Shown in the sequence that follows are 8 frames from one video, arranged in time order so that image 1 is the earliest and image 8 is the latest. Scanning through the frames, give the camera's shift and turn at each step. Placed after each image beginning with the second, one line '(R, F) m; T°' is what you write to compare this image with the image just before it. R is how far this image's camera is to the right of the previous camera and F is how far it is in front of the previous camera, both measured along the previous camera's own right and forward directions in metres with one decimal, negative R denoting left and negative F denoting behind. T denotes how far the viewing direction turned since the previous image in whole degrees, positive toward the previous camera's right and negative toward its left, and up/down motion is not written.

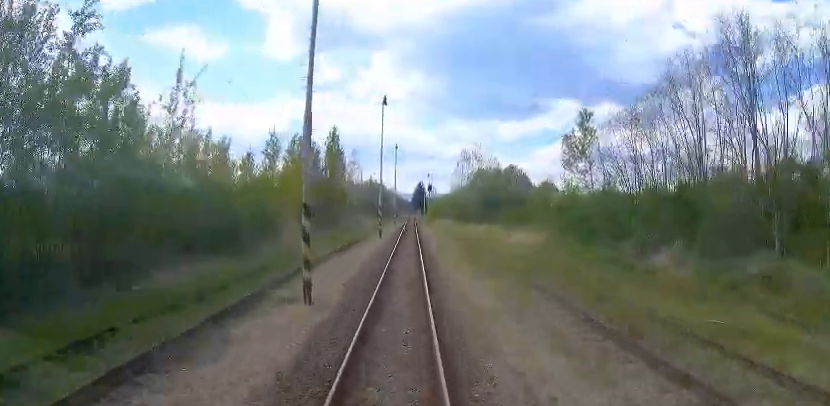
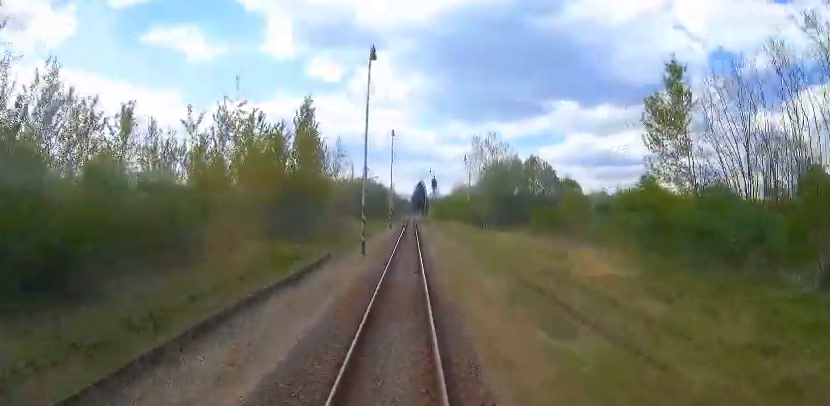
(+0.1, +12.4) m; -1°
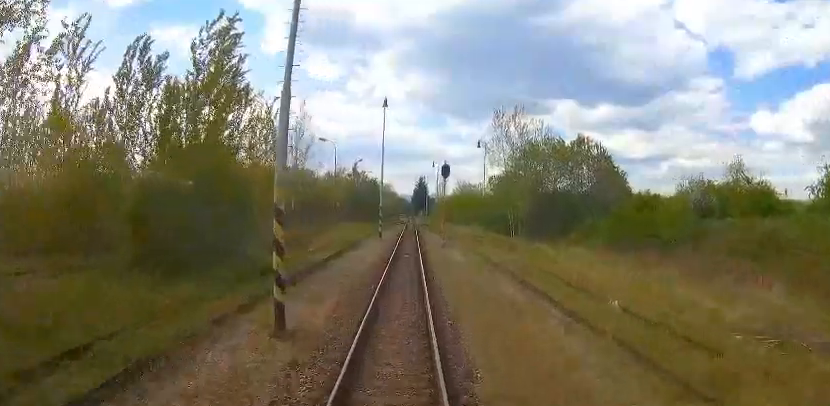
(-0.6, +15.7) m; -3°
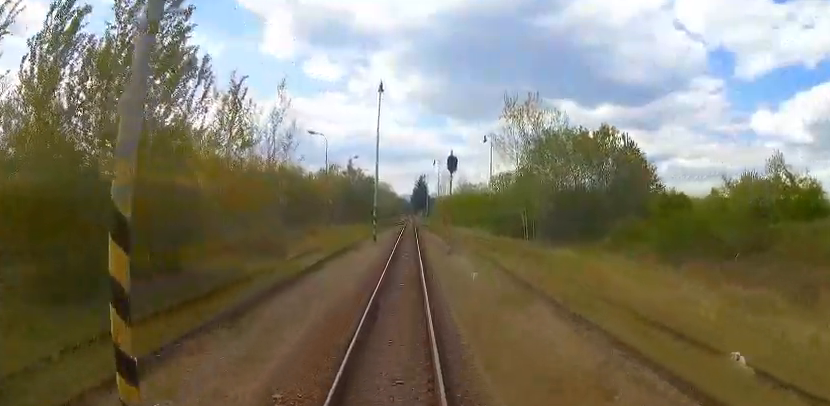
(+0.1, +5.2) m; 0°
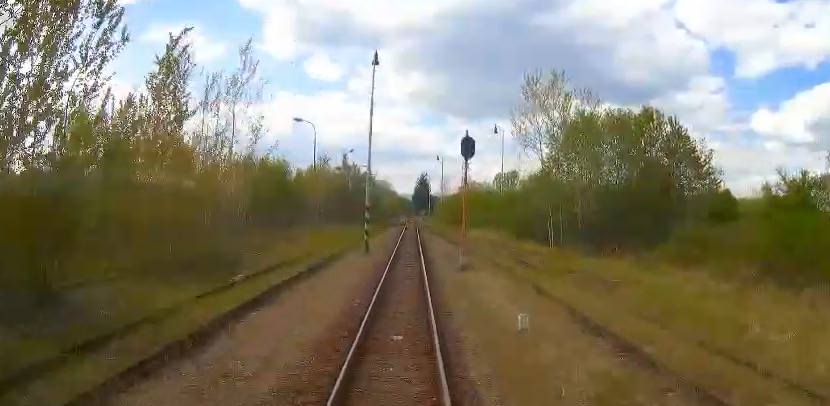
(0.0, +6.6) m; 0°
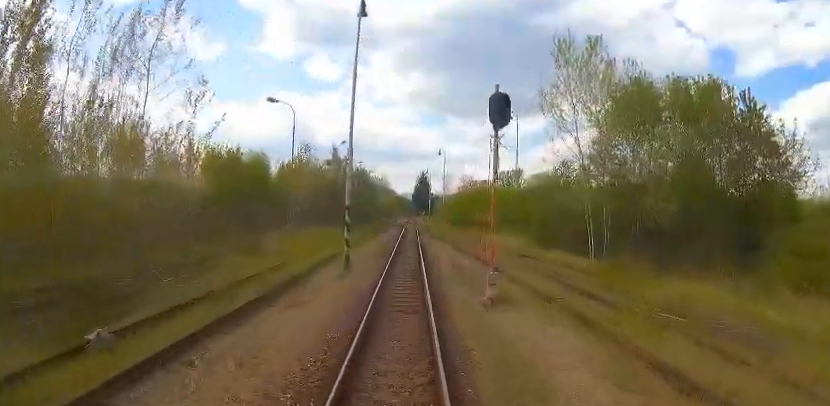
(0.0, +7.2) m; 0°
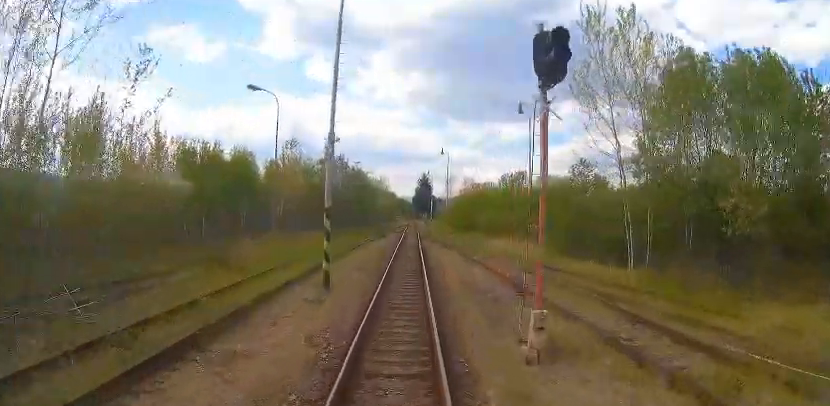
(0.0, +4.5) m; +1°
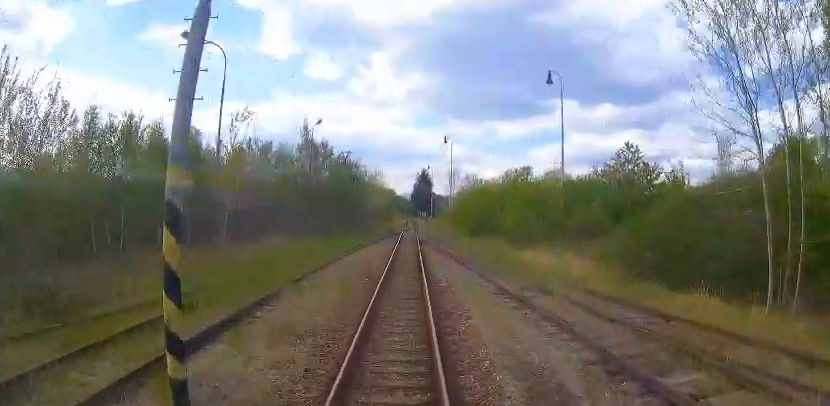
(+0.1, +8.9) m; +2°
